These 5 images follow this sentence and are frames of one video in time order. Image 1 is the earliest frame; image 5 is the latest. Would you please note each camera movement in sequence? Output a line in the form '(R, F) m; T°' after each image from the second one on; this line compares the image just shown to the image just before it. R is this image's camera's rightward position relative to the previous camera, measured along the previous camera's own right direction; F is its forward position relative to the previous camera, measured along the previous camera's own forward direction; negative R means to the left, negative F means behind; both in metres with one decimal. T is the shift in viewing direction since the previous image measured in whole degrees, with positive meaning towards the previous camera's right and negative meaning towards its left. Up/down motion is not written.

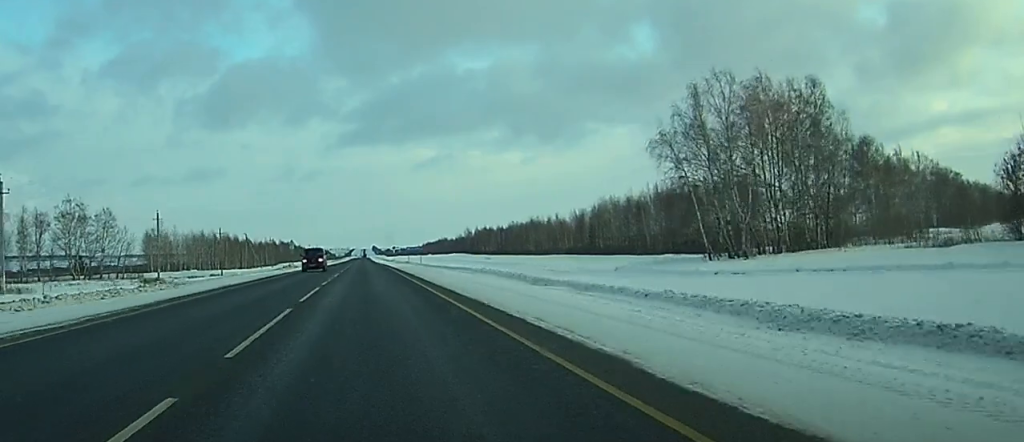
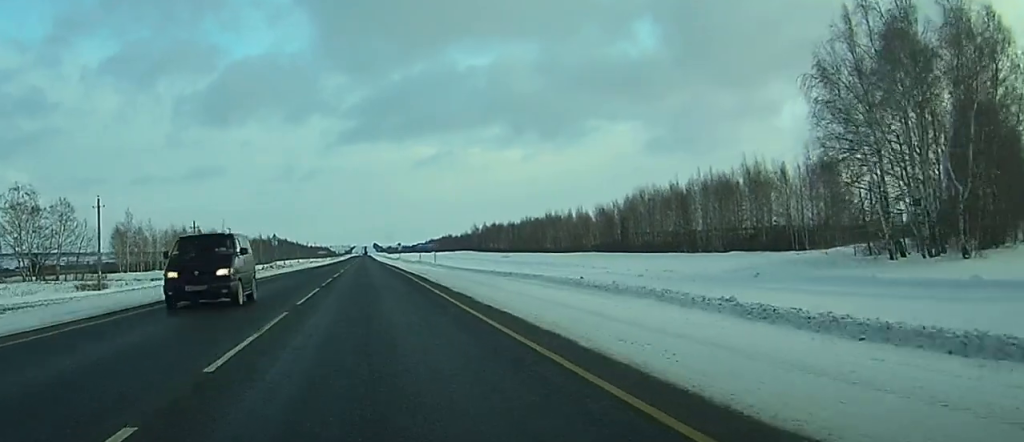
(0.0, +25.6) m; 0°
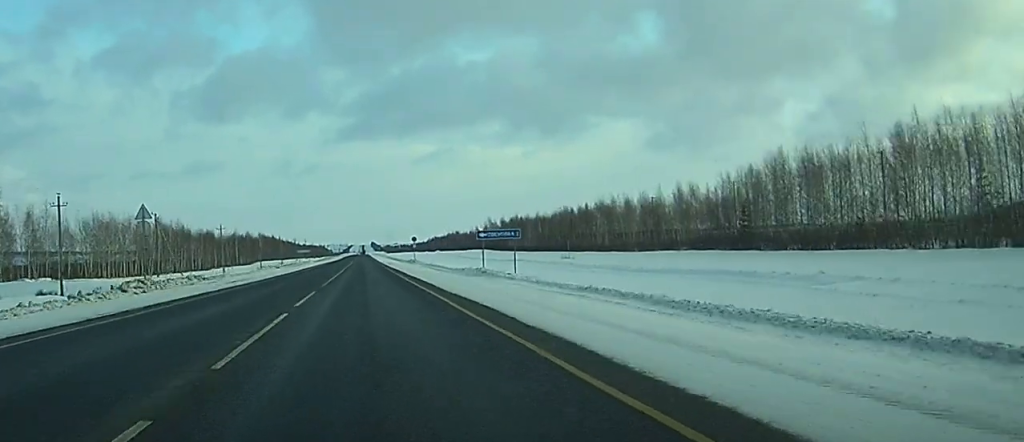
(0.0, +60.0) m; 0°
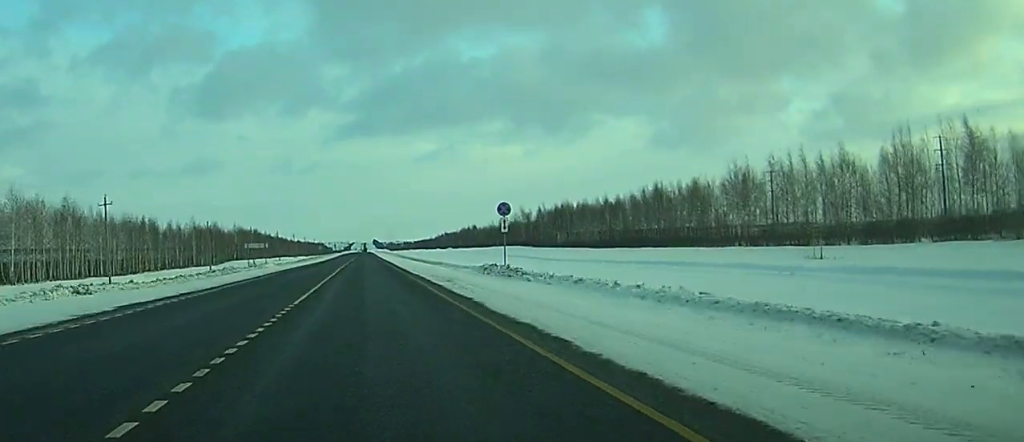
(0.0, +75.8) m; 0°
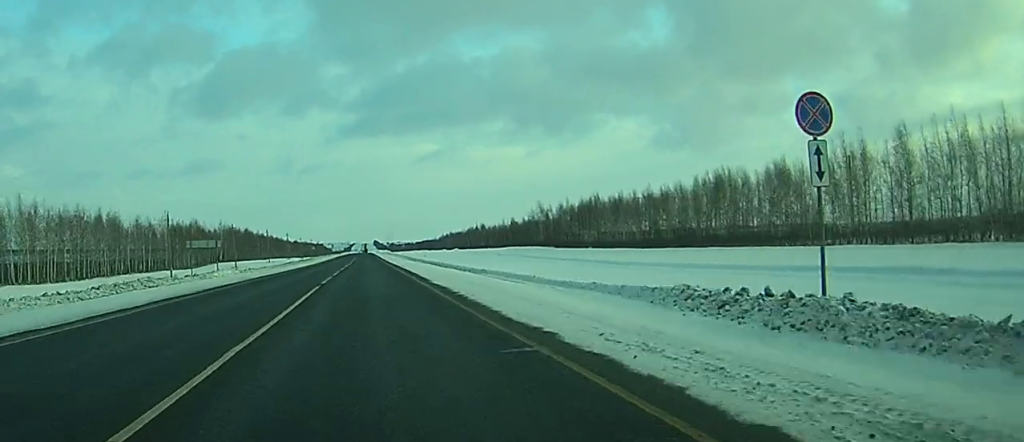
(+0.1, +30.8) m; 0°
